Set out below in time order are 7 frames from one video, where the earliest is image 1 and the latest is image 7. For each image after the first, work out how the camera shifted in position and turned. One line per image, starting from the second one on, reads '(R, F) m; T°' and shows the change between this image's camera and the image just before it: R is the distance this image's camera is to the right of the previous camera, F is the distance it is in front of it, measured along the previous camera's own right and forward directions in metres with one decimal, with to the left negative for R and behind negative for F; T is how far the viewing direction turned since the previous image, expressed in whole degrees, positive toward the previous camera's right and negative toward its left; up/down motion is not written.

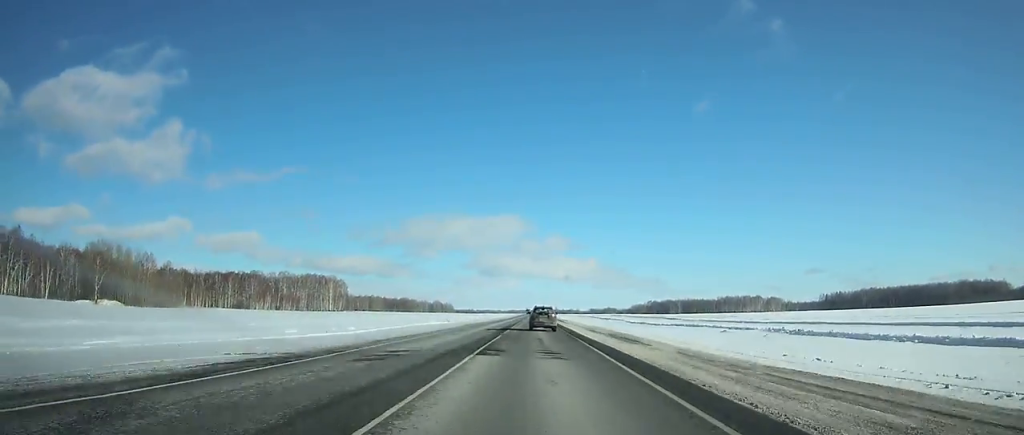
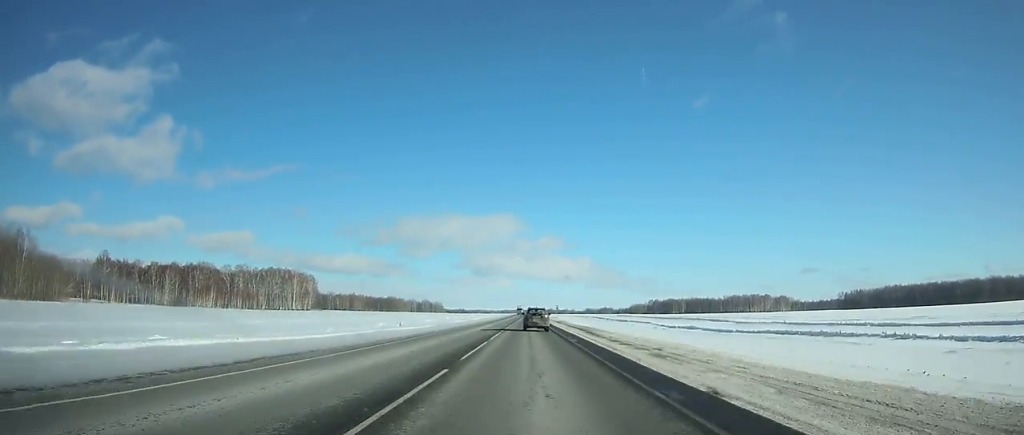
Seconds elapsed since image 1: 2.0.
(0.0, +55.4) m; 0°
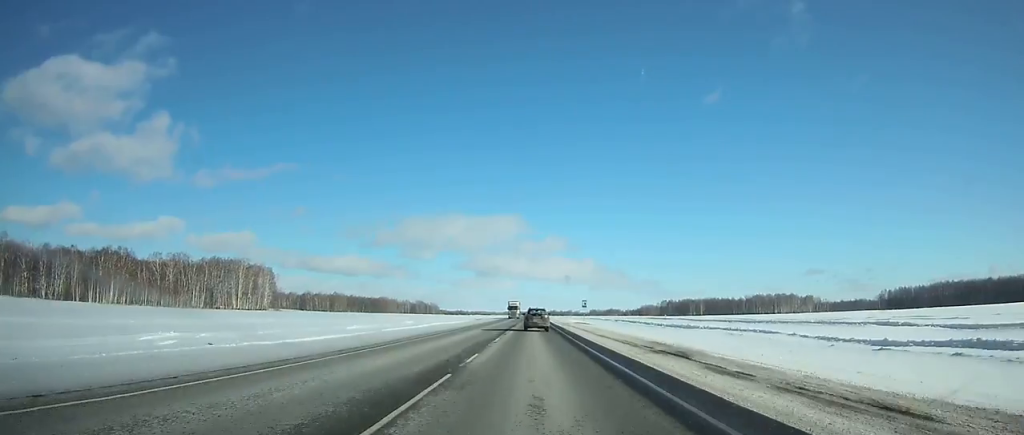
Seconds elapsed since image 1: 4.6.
(+0.2, +73.1) m; 0°
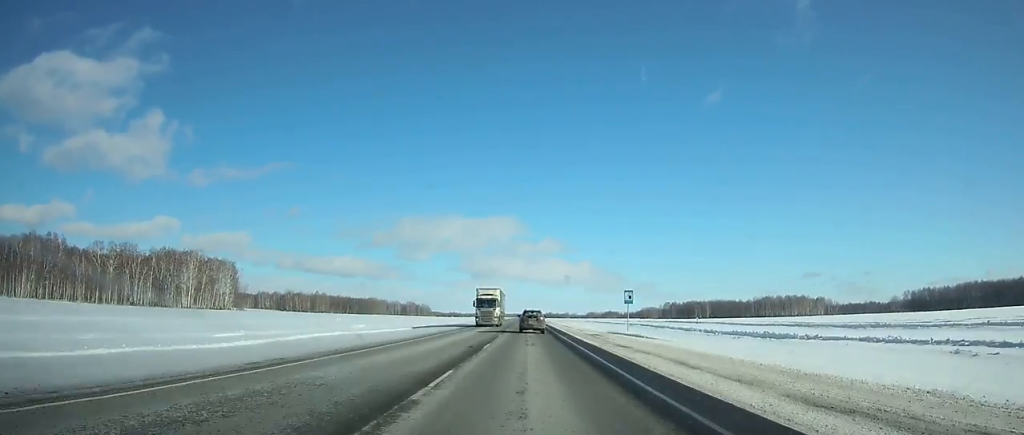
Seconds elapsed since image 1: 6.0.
(+0.1, +39.8) m; 0°
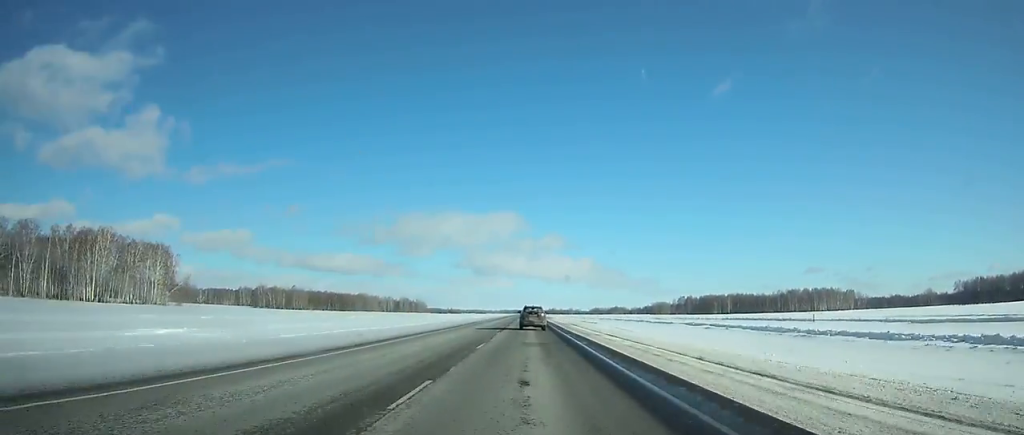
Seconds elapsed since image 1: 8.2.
(+0.1, +62.7) m; 0°
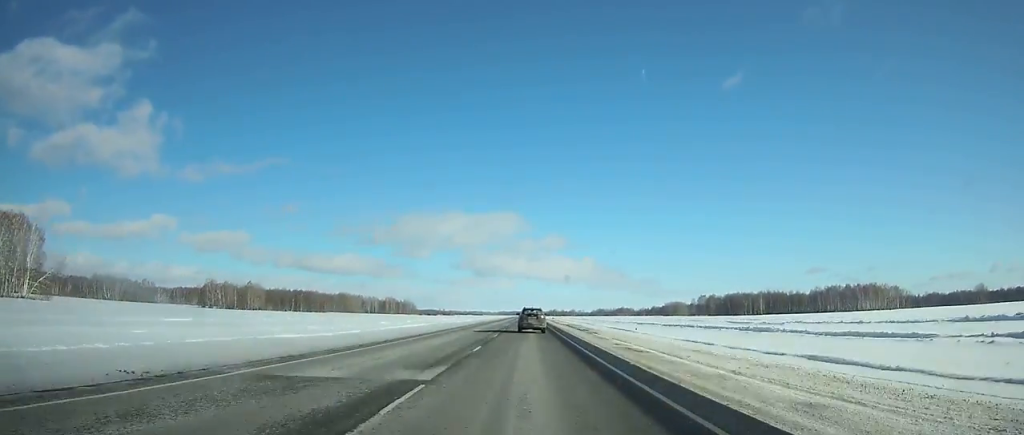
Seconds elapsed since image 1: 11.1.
(-0.1, +83.0) m; 0°
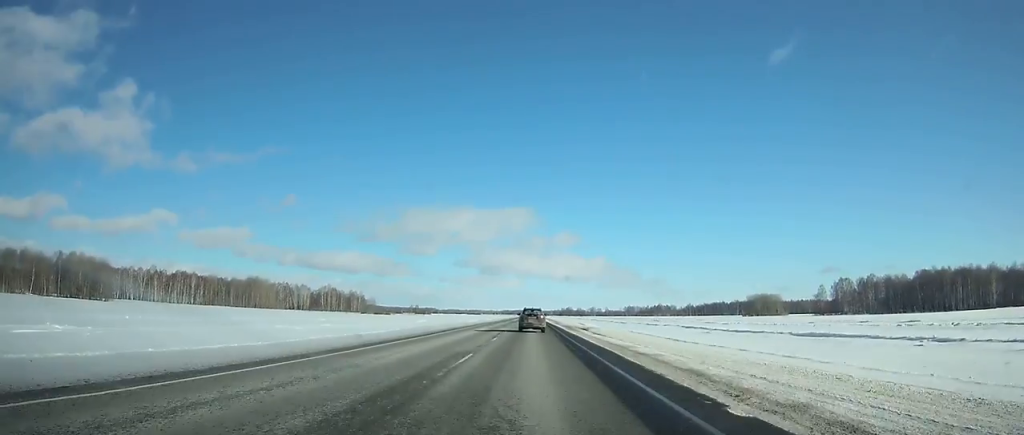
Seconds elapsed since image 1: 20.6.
(-0.4, +271.5) m; 0°
